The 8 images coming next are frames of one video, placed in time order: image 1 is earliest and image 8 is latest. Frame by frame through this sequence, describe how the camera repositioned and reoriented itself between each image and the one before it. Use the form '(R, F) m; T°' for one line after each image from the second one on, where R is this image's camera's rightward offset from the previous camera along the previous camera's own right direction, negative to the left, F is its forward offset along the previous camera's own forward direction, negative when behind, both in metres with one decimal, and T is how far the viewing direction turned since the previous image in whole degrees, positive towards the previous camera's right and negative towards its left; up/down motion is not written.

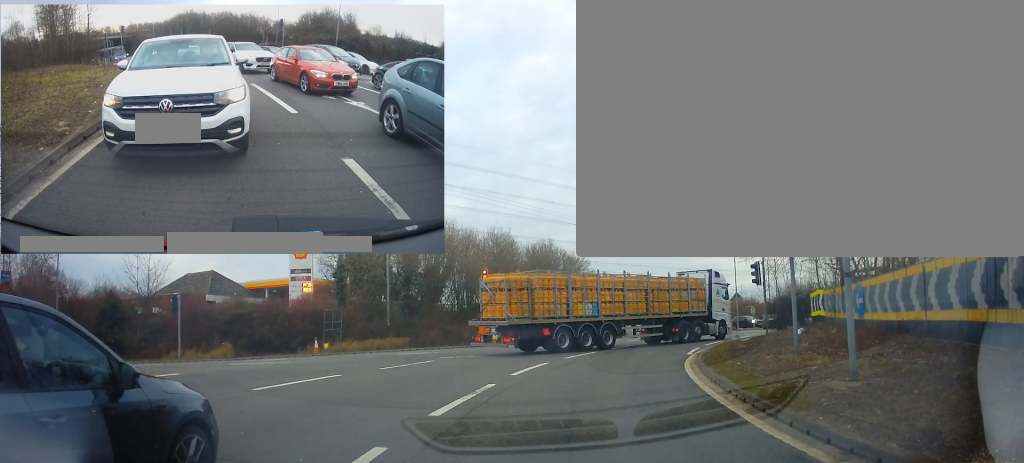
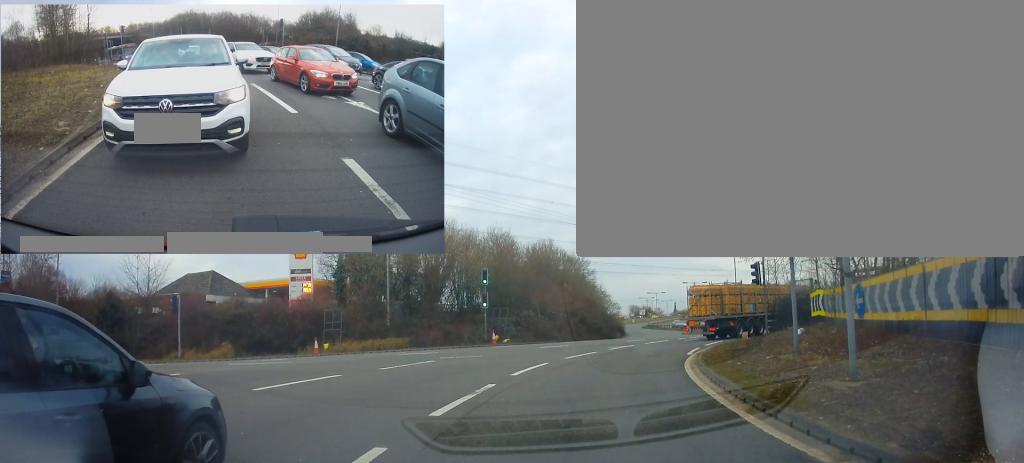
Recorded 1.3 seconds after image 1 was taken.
(0.0, +0.2) m; 0°
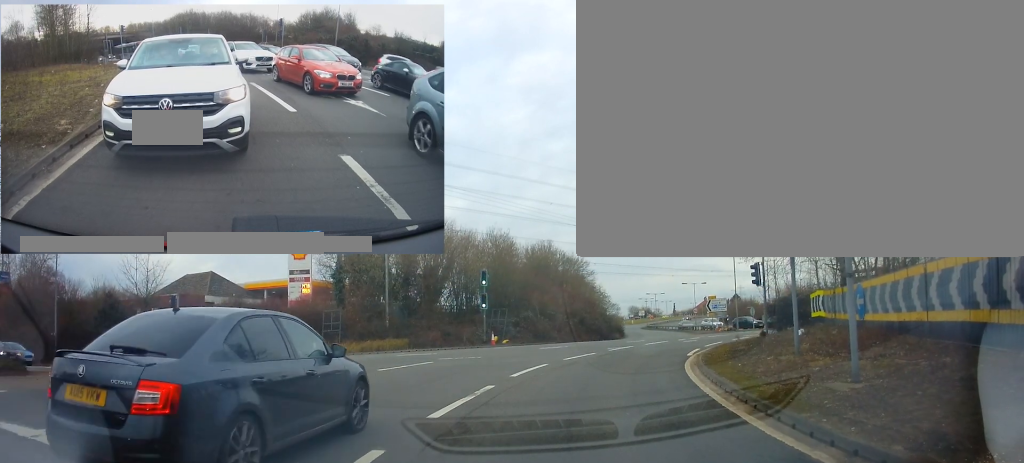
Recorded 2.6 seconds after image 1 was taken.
(0.0, +0.3) m; 0°
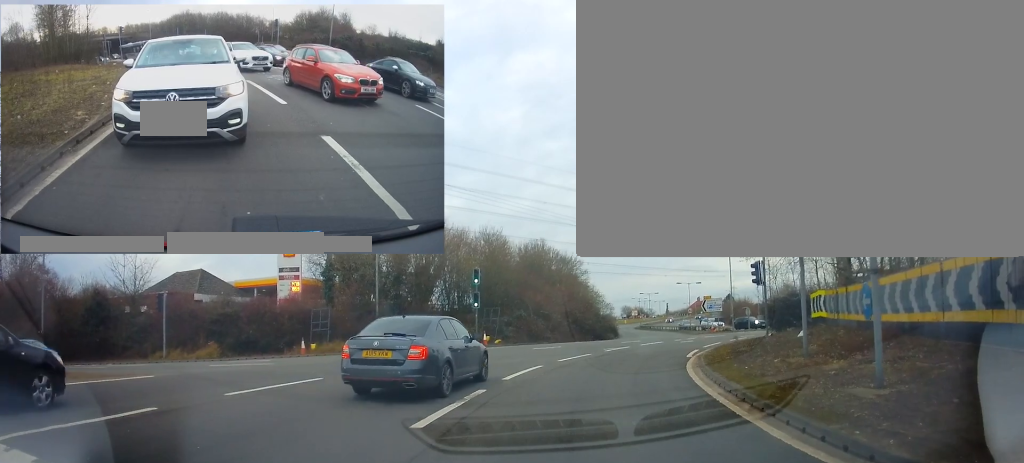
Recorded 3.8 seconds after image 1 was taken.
(0.0, +0.7) m; 0°
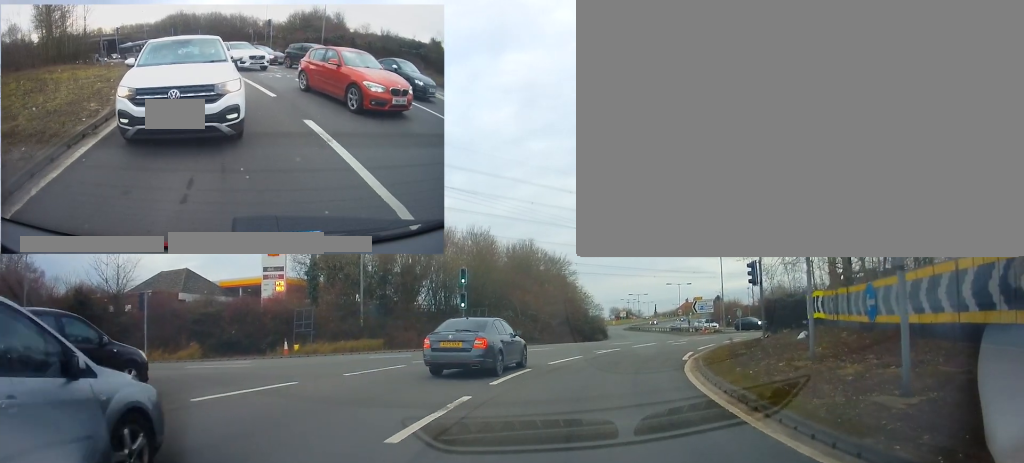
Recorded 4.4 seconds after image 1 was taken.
(0.0, +0.9) m; 0°
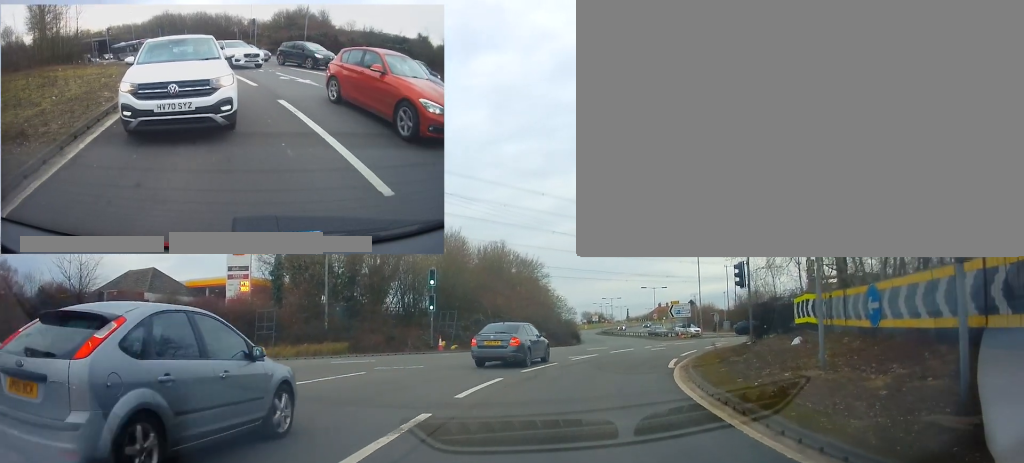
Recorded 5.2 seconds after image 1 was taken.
(0.0, +1.6) m; 0°
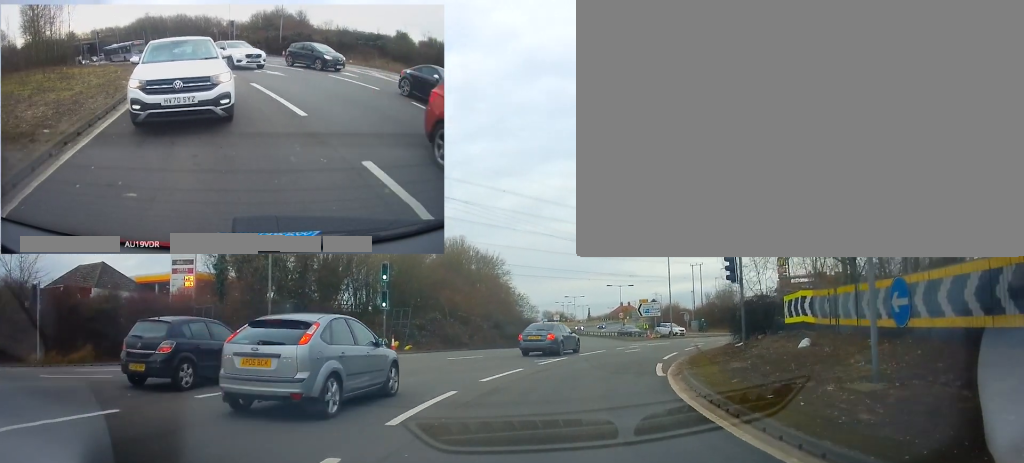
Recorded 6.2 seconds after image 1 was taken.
(0.0, +3.1) m; +2°
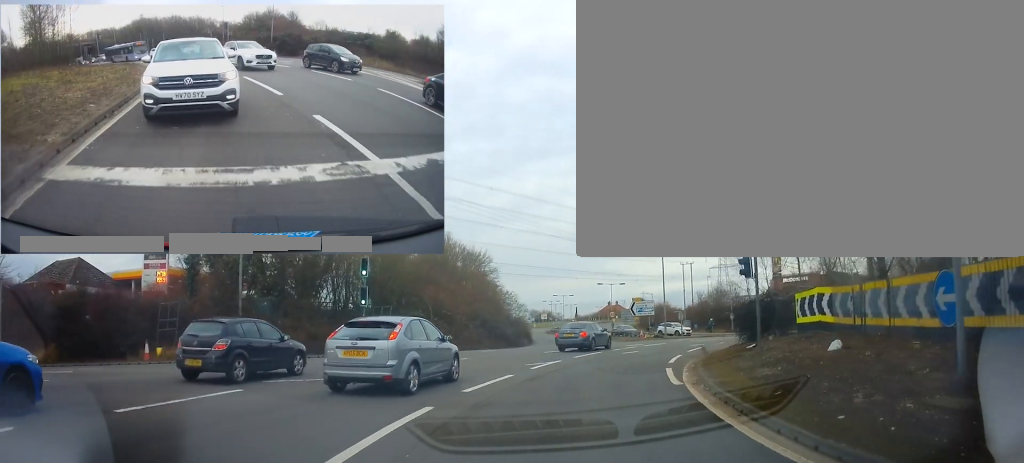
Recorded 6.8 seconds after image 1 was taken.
(0.0, +2.2) m; +2°
